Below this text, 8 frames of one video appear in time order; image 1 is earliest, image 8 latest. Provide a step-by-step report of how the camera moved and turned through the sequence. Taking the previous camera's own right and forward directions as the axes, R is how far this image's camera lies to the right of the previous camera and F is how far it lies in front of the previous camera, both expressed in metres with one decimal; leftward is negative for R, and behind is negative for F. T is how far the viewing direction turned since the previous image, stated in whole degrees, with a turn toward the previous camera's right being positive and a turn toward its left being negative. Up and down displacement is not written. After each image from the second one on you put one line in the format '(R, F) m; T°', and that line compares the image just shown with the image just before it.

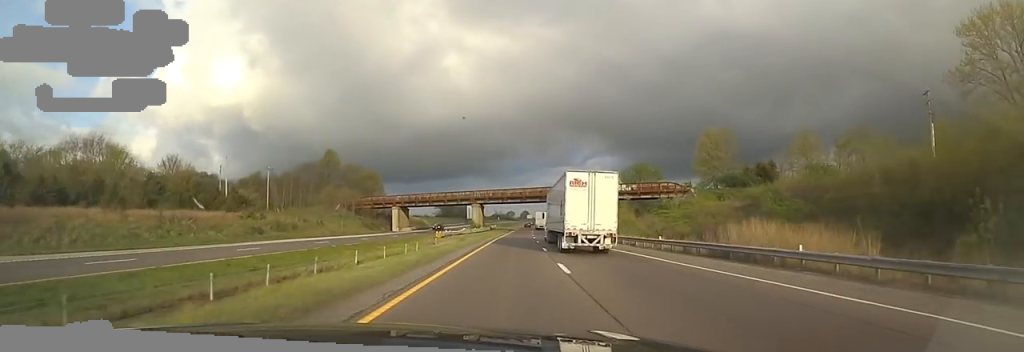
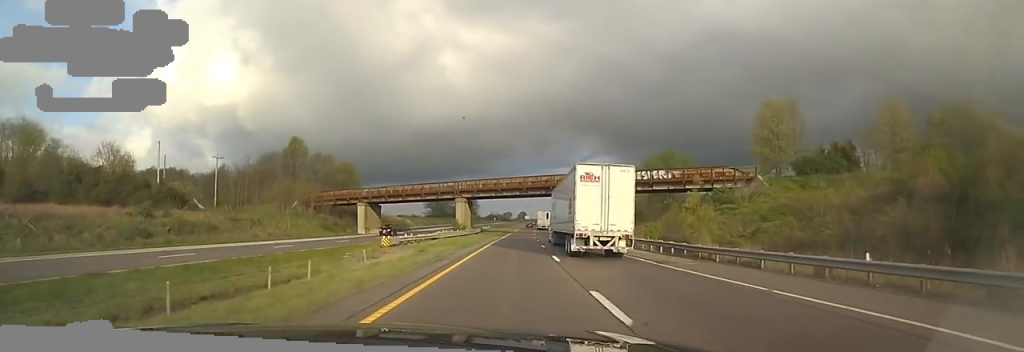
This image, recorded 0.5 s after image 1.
(-0.3, +19.3) m; 0°
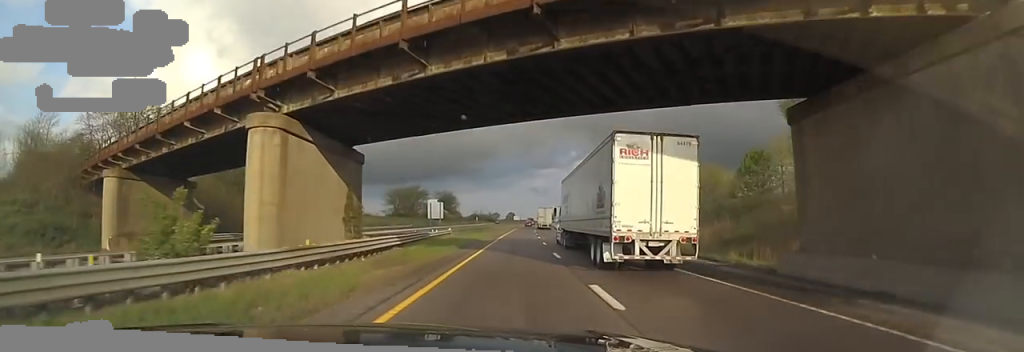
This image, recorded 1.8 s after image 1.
(+1.8, +46.7) m; +2°
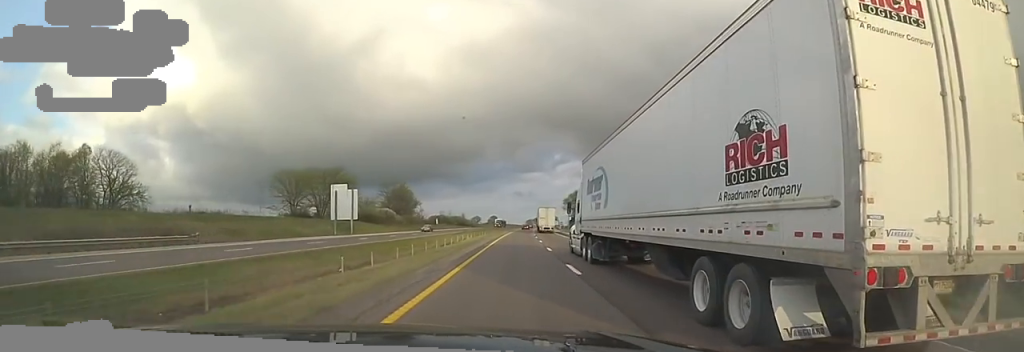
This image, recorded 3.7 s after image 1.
(+0.9, +67.3) m; +2°
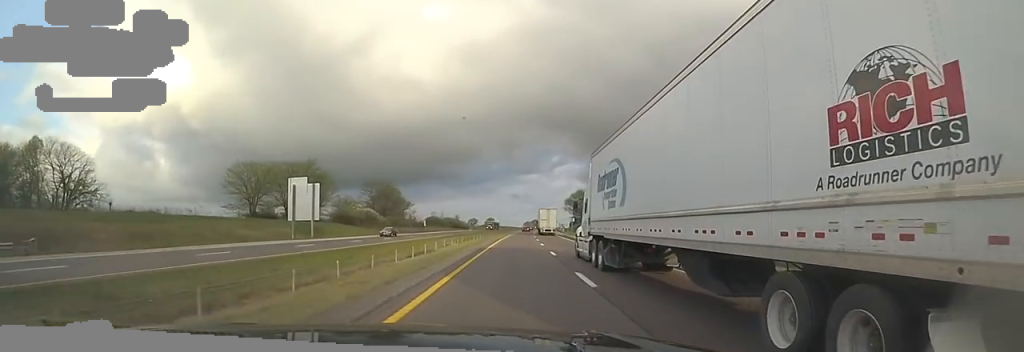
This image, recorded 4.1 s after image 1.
(+0.5, +14.5) m; 0°
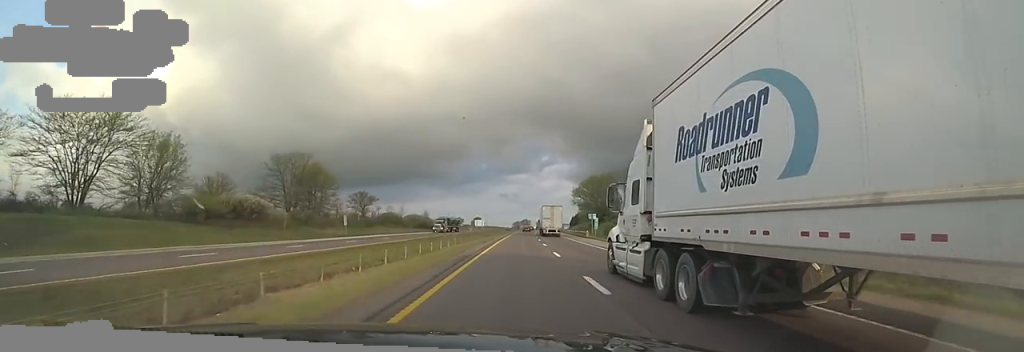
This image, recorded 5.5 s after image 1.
(-0.7, +49.5) m; +1°
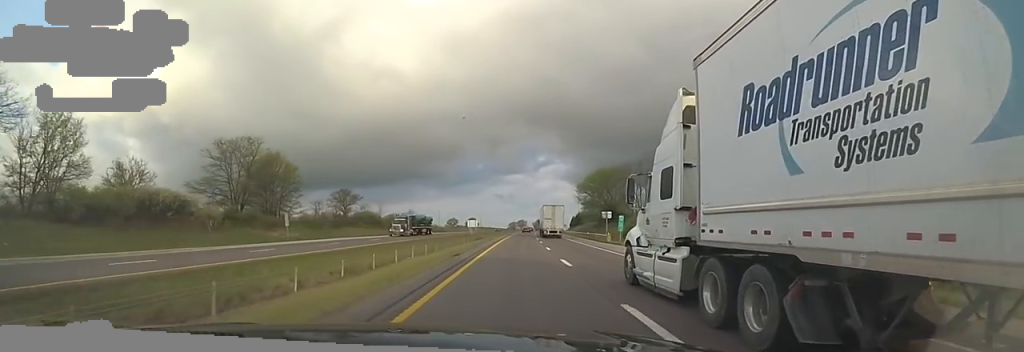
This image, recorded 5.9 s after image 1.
(+0.4, +17.1) m; +2°
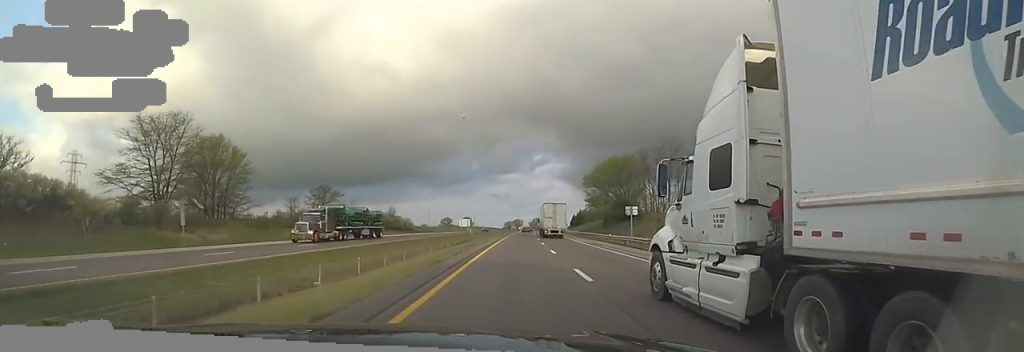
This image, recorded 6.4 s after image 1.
(0.0, +17.1) m; +2°
